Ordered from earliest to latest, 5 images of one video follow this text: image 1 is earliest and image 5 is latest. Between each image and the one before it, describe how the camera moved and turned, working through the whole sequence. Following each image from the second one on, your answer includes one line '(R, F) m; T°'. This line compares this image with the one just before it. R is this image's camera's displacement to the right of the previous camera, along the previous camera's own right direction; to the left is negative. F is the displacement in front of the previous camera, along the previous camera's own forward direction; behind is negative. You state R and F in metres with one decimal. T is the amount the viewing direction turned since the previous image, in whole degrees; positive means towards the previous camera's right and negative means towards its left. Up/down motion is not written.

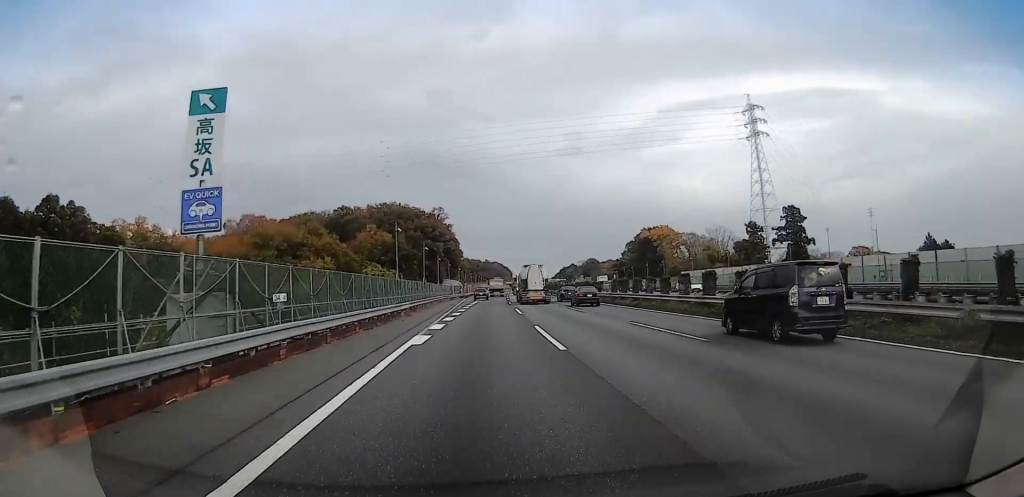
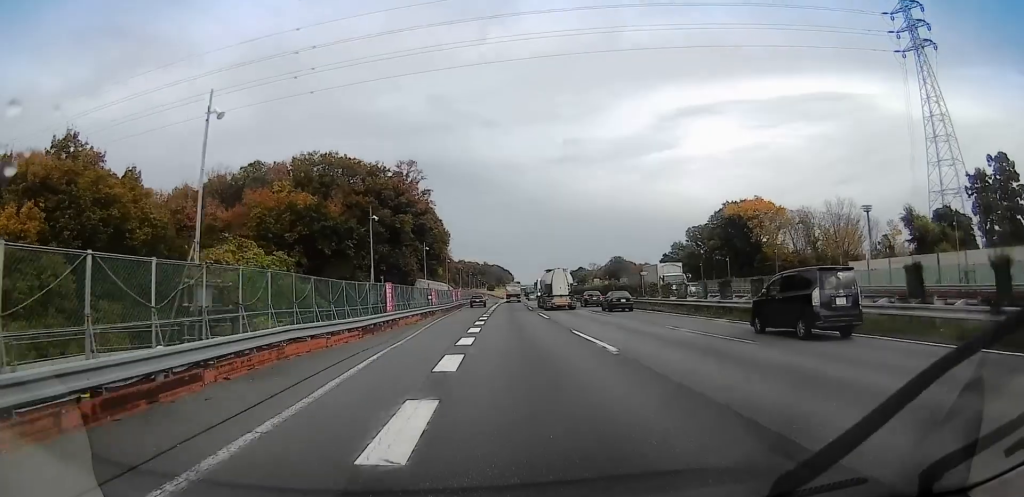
(+0.9, +58.9) m; -1°
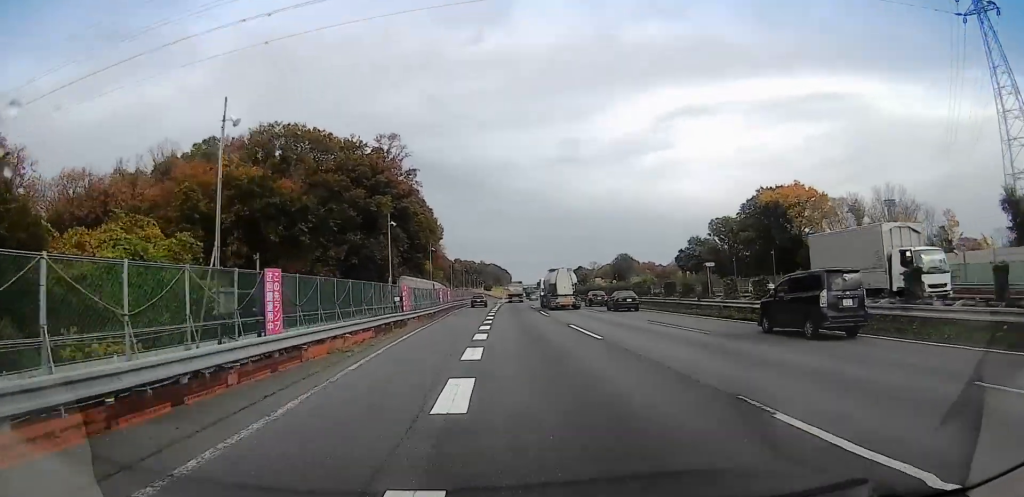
(-0.7, +15.1) m; 0°
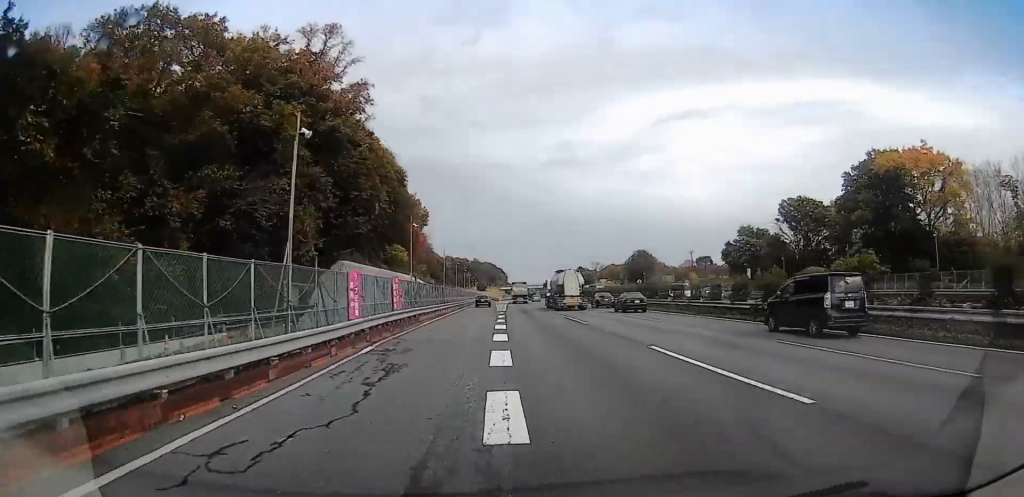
(+1.3, +32.1) m; +3°
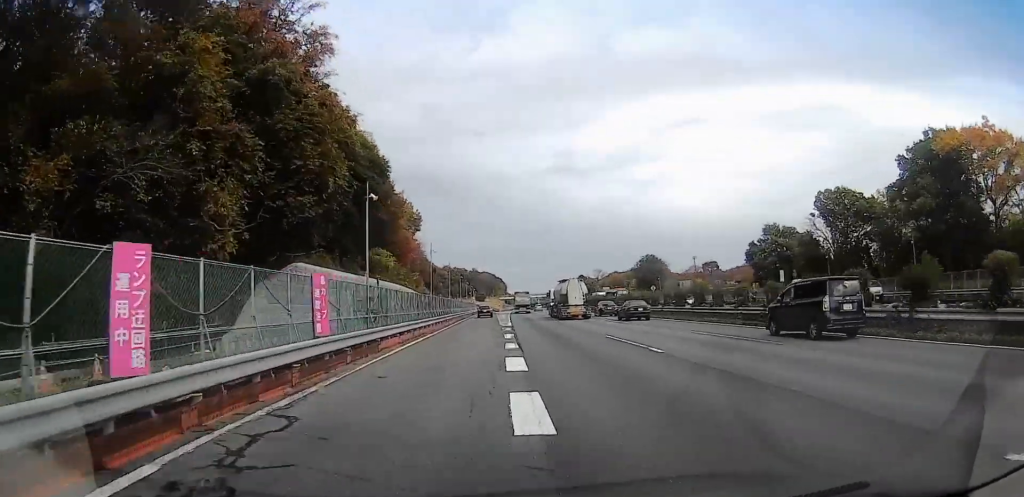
(0.0, +12.1) m; 0°
